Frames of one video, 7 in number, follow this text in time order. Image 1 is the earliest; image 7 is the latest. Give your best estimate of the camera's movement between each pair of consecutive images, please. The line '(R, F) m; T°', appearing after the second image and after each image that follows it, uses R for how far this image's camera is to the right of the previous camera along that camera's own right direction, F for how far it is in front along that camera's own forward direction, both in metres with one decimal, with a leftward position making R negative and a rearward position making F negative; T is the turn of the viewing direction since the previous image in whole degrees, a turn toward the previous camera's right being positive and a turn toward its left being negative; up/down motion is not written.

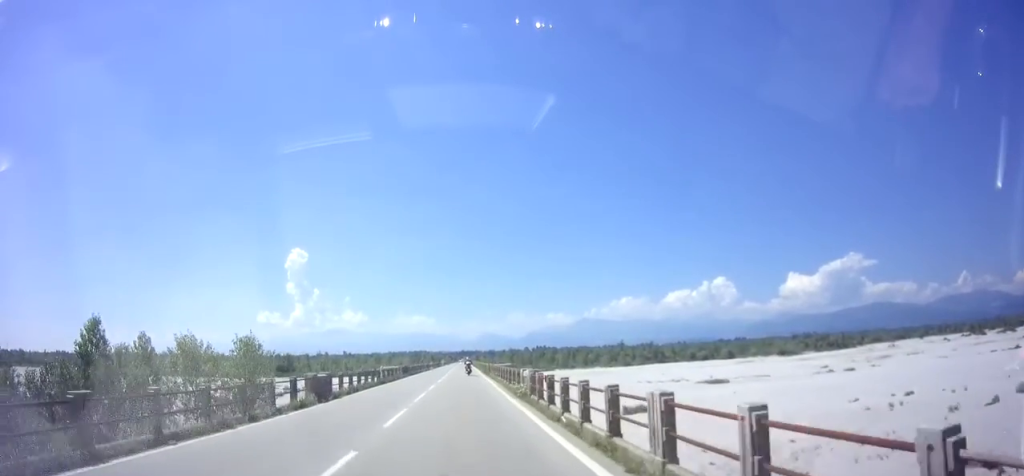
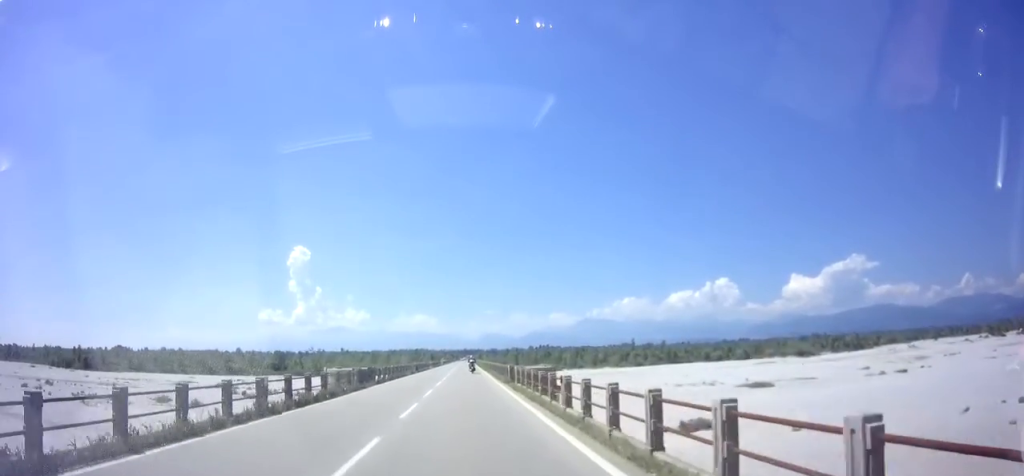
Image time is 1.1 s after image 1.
(-0.1, +20.2) m; 0°
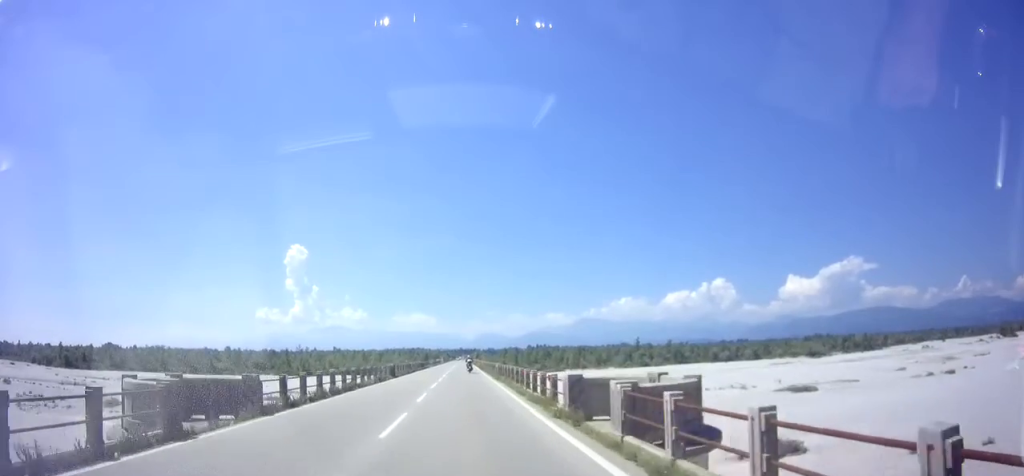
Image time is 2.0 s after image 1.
(0.0, +17.2) m; 0°
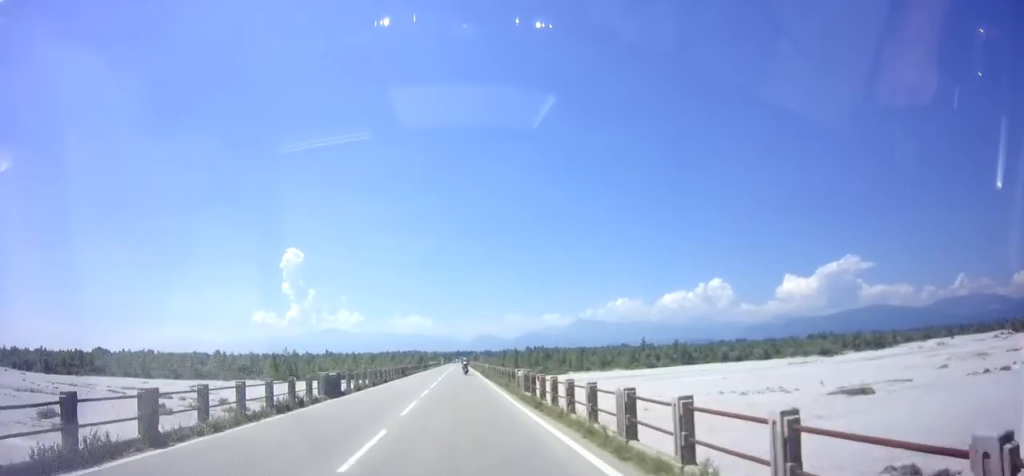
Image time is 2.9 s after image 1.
(-0.1, +17.4) m; 0°
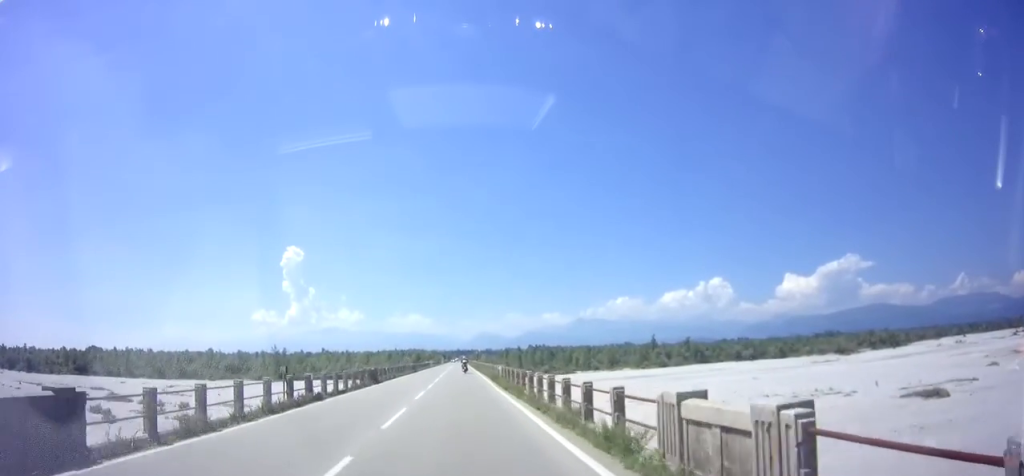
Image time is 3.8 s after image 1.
(0.0, +17.7) m; +1°
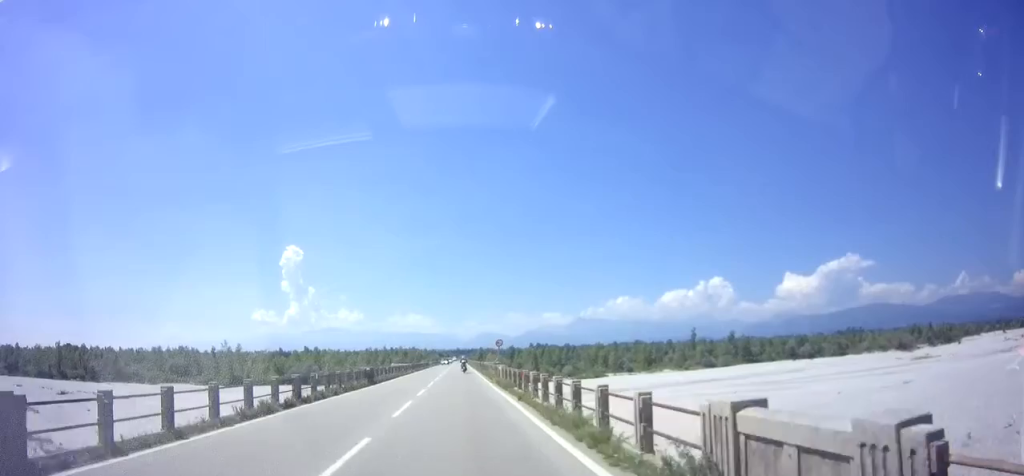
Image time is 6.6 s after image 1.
(+0.3, +56.1) m; 0°
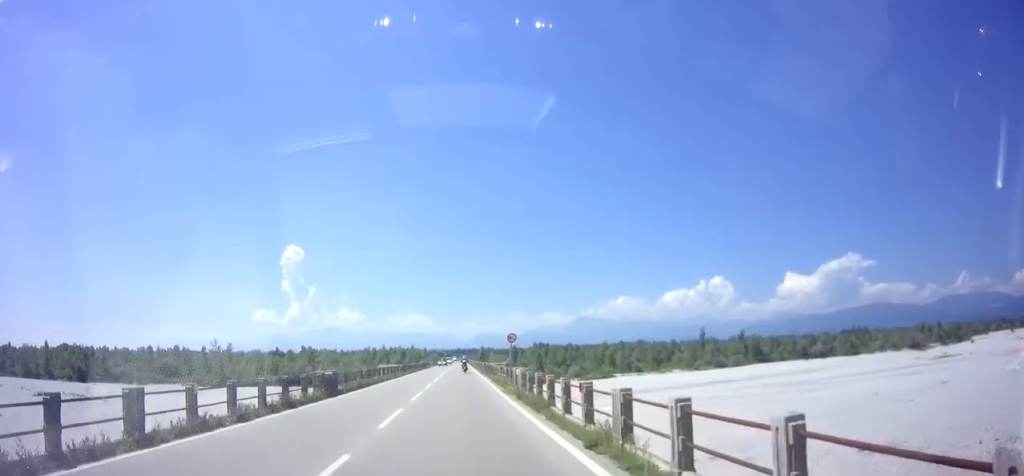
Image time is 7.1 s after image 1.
(+0.1, +10.1) m; 0°
